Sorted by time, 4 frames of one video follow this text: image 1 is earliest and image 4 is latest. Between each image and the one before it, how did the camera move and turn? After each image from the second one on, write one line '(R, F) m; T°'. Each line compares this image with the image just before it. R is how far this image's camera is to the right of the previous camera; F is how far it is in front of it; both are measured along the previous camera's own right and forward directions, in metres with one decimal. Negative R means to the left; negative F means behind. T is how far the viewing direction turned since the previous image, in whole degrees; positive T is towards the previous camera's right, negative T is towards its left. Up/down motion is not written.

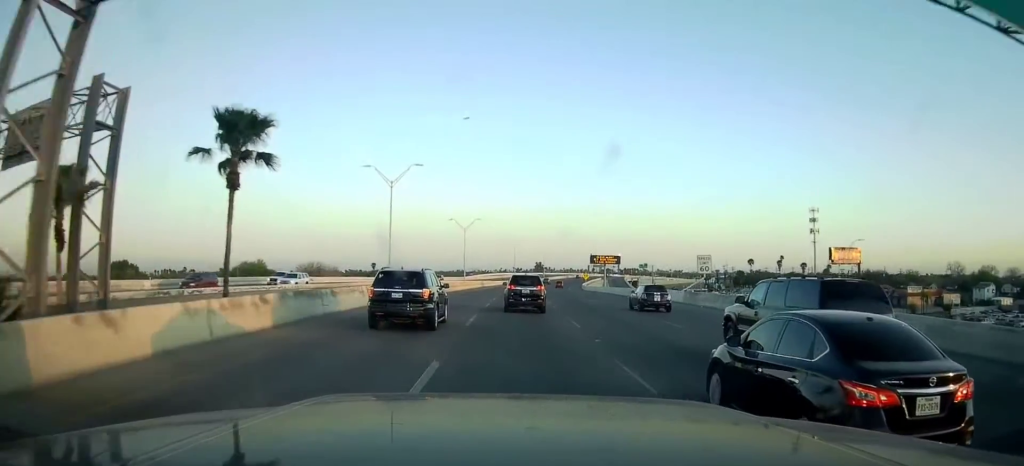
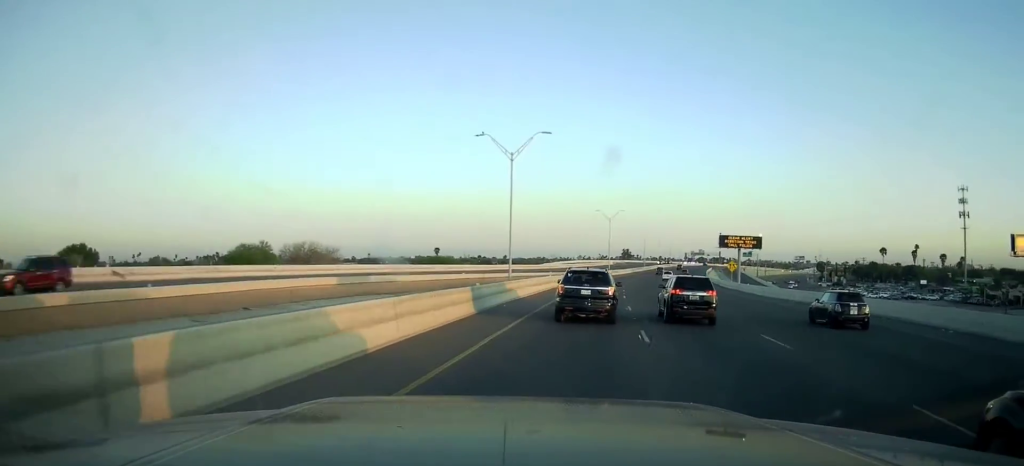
(+2.2, +69.2) m; +4°
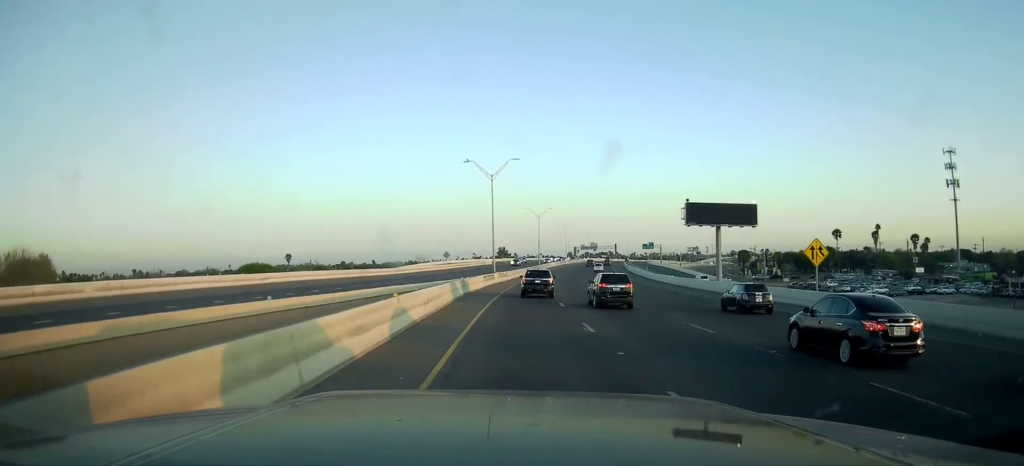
(-1.6, +68.9) m; -1°
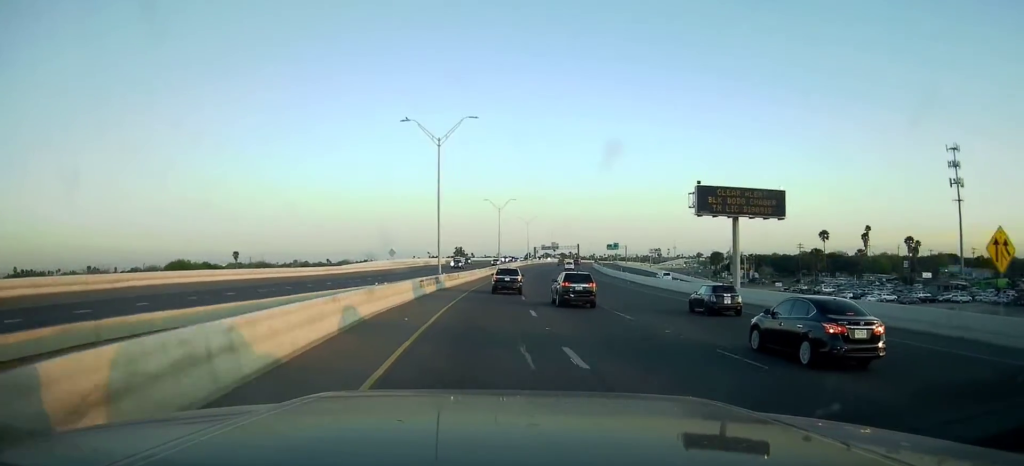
(+0.6, +16.5) m; +3°
